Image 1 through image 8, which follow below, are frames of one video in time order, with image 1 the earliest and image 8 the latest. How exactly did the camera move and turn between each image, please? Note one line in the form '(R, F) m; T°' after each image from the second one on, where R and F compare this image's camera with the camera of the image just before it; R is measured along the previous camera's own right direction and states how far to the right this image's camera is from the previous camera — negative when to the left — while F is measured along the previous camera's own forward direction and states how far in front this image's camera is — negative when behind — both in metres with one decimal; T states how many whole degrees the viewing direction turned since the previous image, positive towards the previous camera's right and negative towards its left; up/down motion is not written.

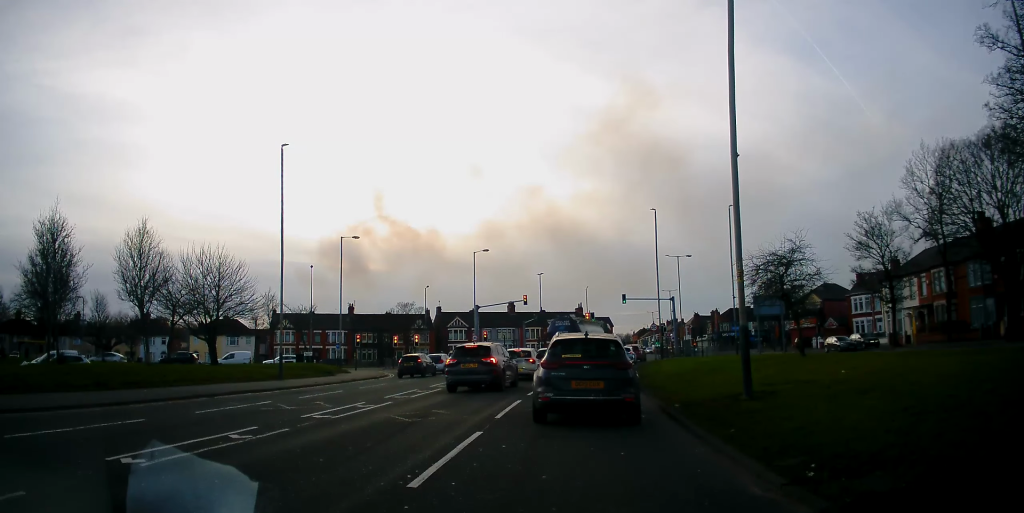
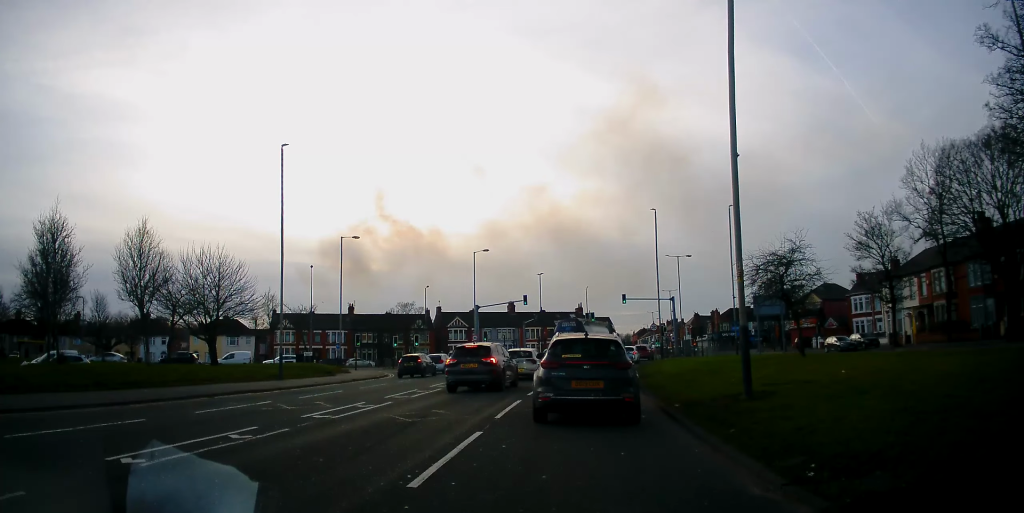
(0.0, 0.0) m; 0°
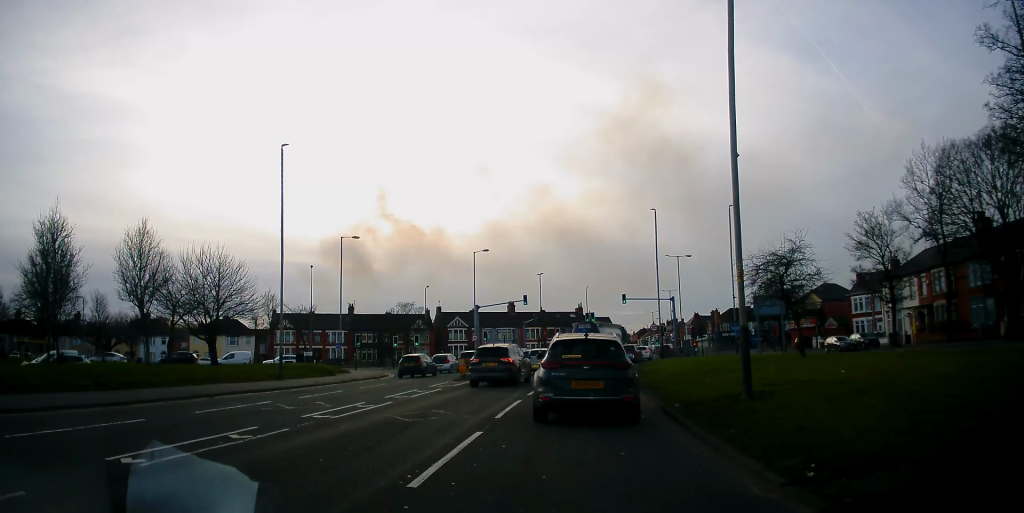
(0.0, 0.0) m; 0°
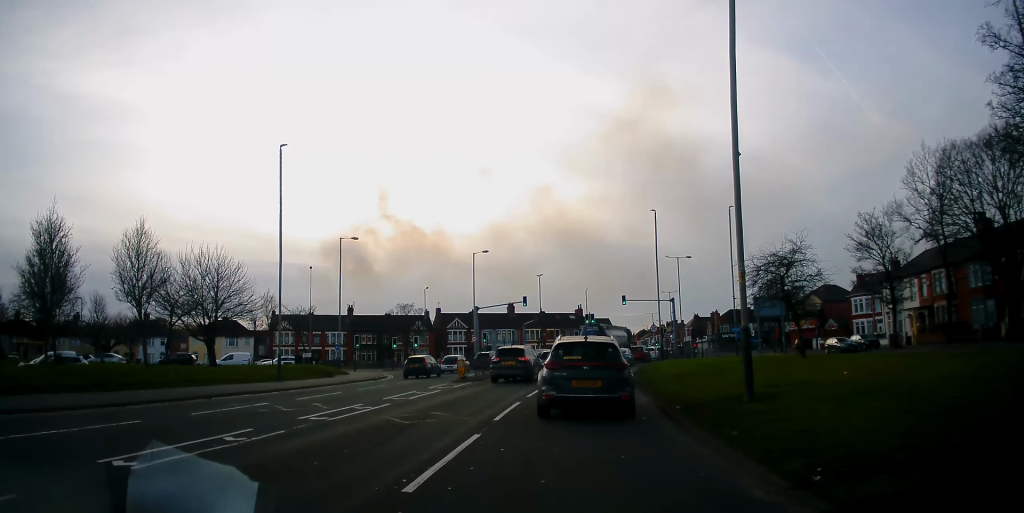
(0.0, 0.0) m; 0°
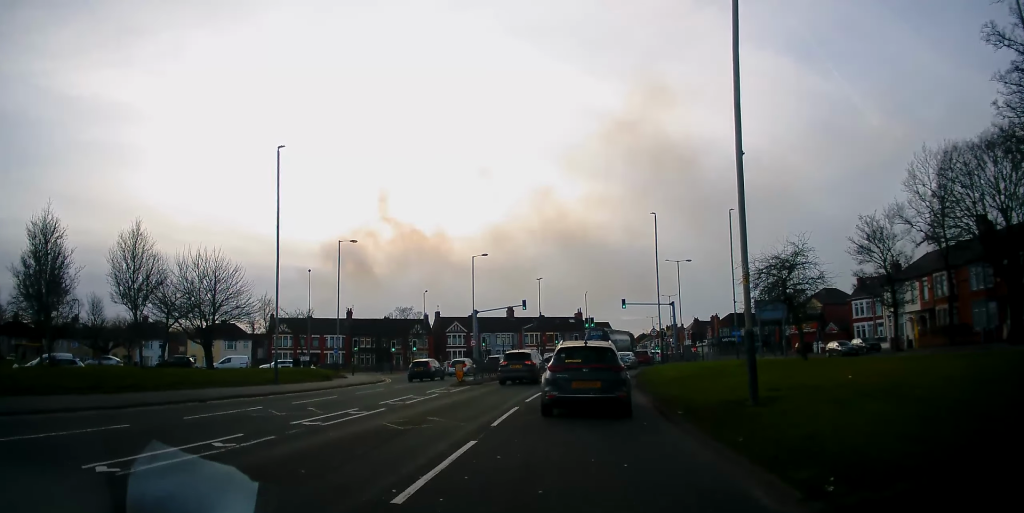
(0.0, 0.0) m; 0°
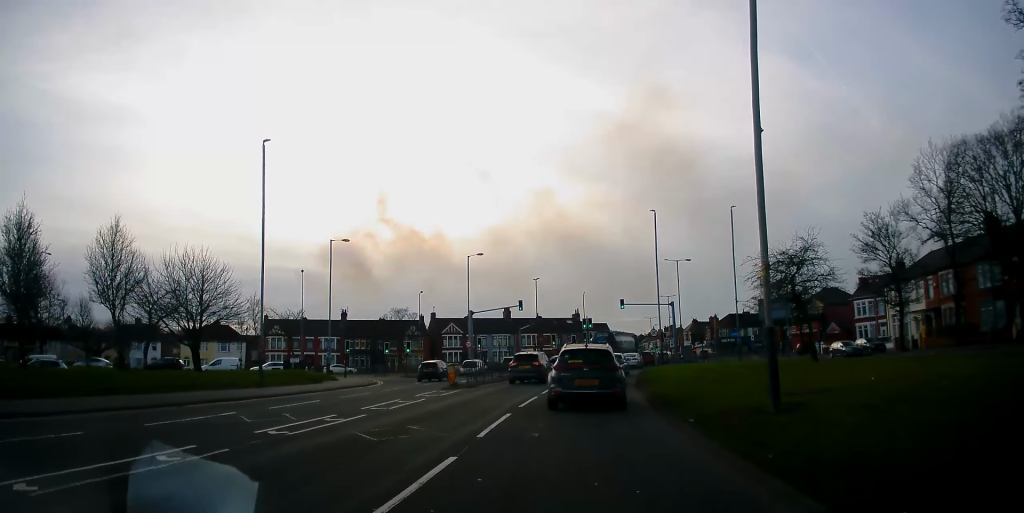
(0.0, +0.5) m; -1°
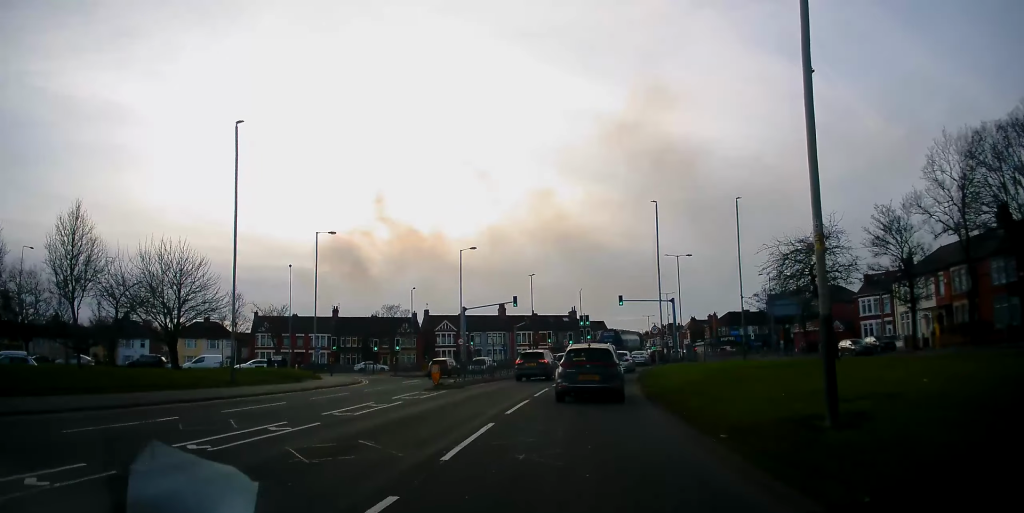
(0.0, +1.5) m; 0°
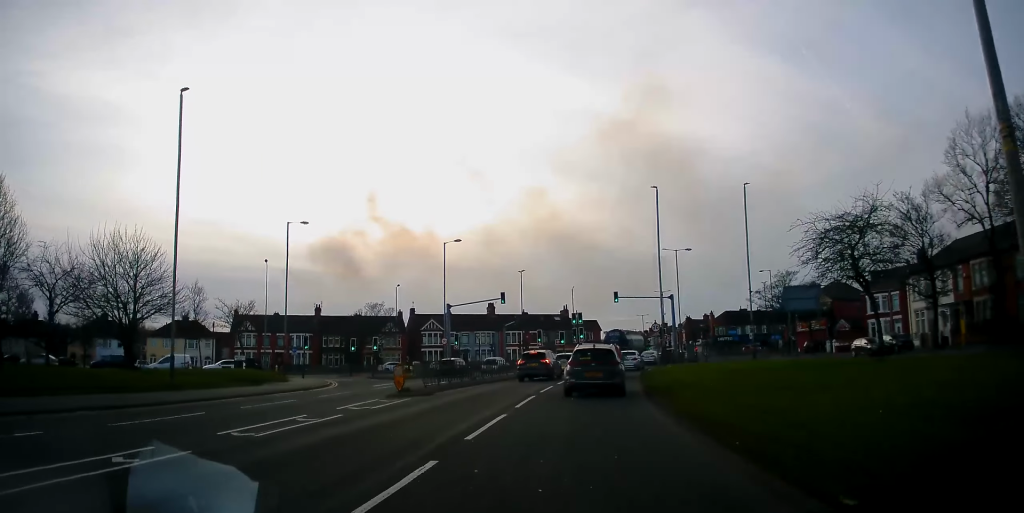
(0.0, +3.2) m; +1°
